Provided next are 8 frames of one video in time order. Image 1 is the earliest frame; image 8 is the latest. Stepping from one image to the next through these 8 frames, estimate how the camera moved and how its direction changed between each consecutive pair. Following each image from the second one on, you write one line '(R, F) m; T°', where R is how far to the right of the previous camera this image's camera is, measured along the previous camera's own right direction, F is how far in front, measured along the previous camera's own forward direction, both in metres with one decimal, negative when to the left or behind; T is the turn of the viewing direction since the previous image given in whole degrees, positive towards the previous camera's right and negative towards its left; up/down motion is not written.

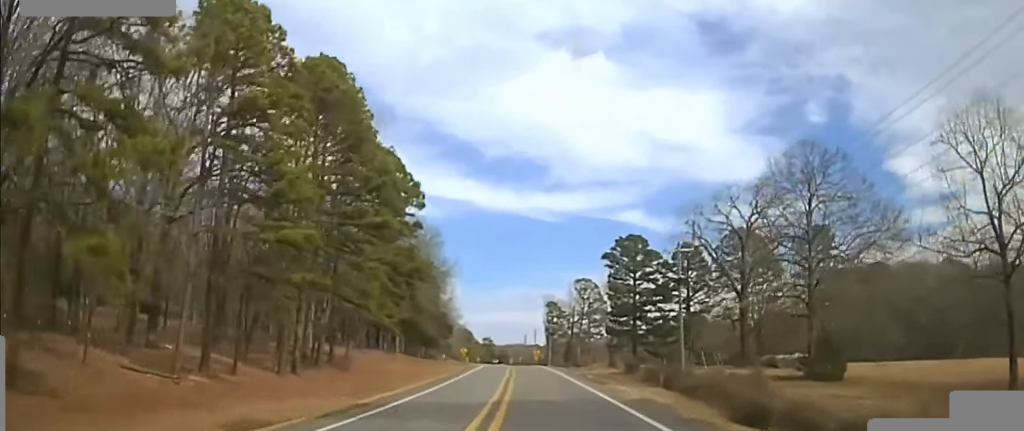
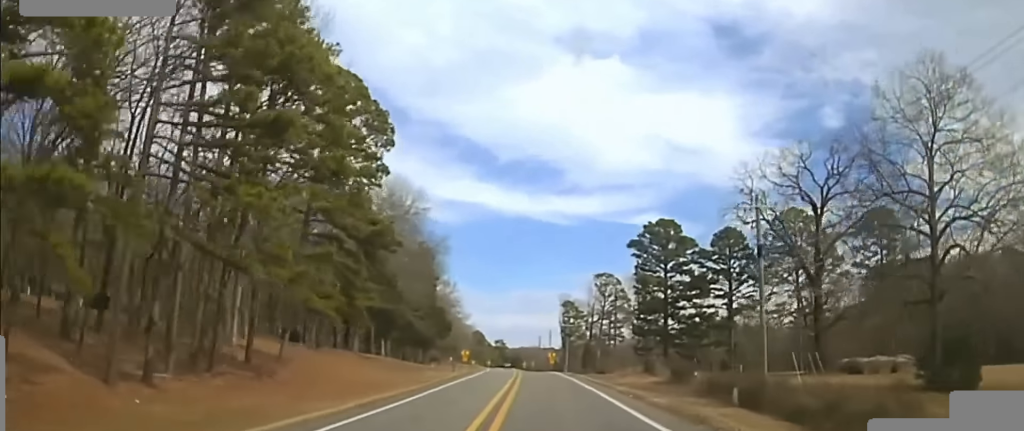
(-0.3, +20.5) m; -1°
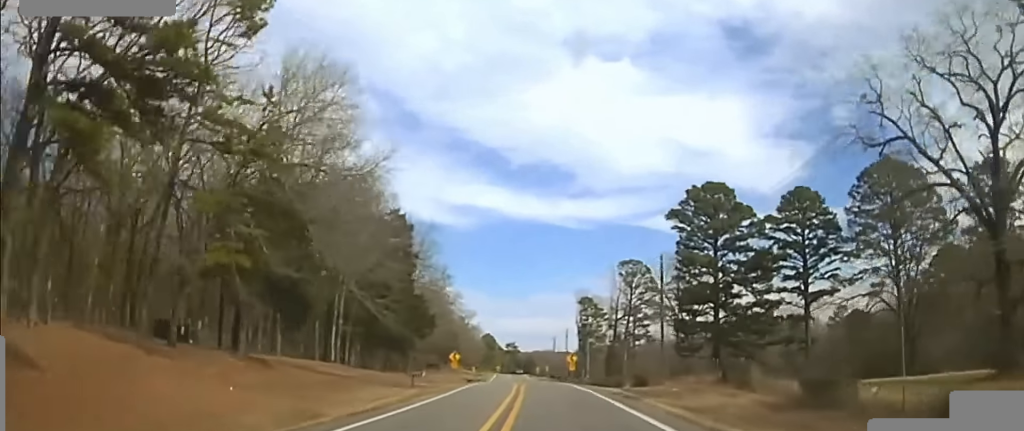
(-0.1, +24.0) m; 0°
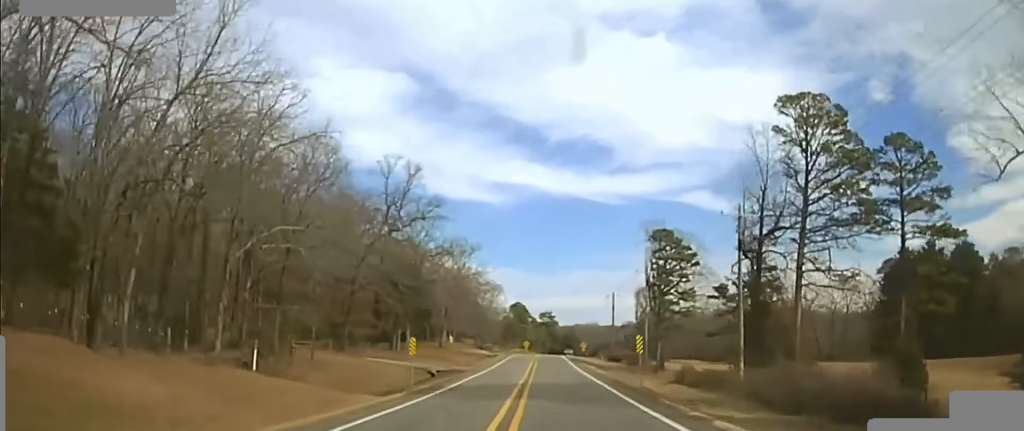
(-1.1, +79.2) m; -2°
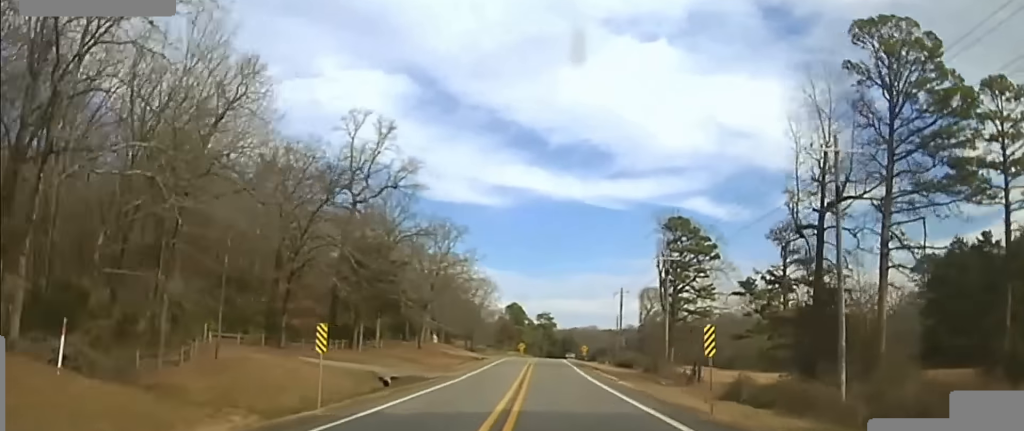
(-0.1, +21.3) m; 0°
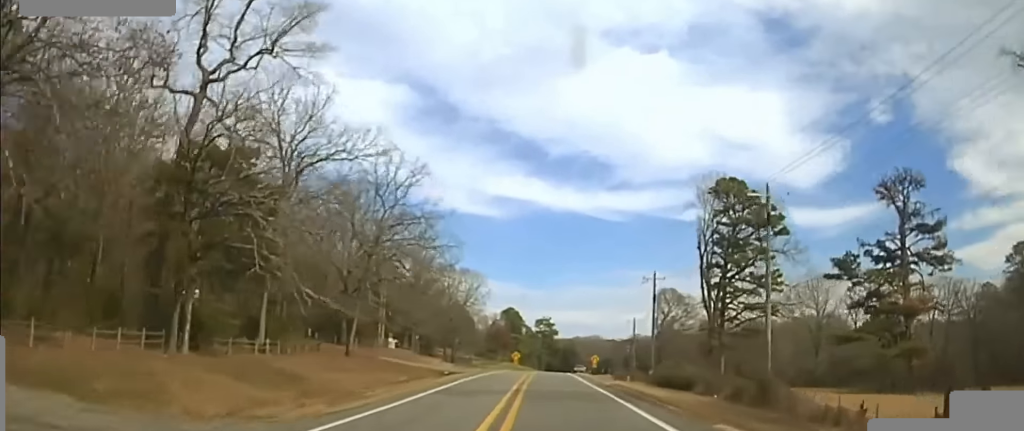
(-0.2, +45.7) m; 0°
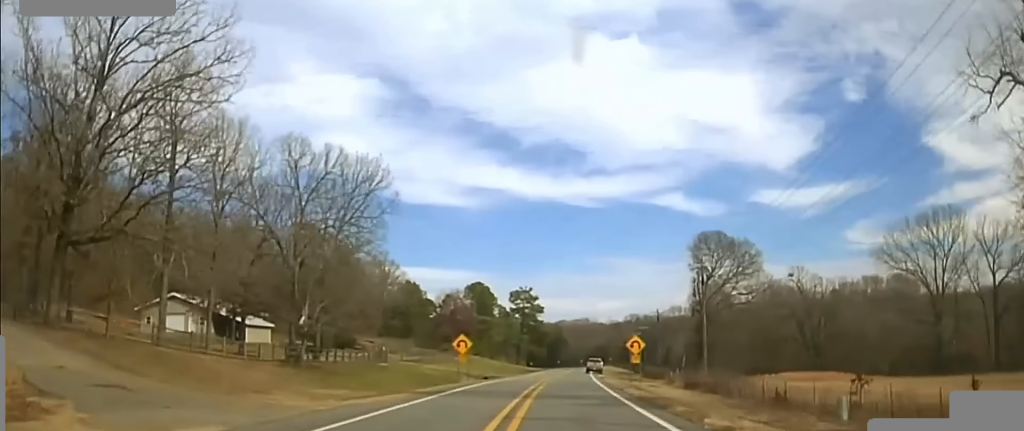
(+0.9, +87.7) m; +2°
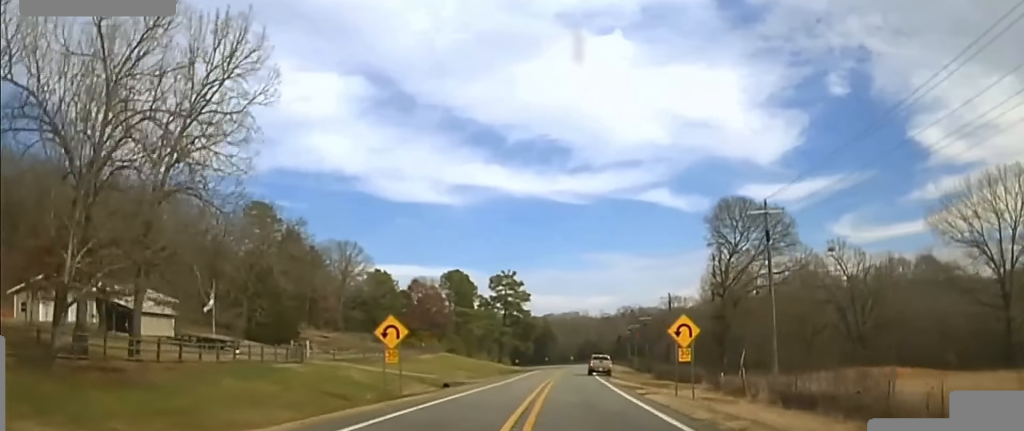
(+0.3, +24.7) m; +1°
